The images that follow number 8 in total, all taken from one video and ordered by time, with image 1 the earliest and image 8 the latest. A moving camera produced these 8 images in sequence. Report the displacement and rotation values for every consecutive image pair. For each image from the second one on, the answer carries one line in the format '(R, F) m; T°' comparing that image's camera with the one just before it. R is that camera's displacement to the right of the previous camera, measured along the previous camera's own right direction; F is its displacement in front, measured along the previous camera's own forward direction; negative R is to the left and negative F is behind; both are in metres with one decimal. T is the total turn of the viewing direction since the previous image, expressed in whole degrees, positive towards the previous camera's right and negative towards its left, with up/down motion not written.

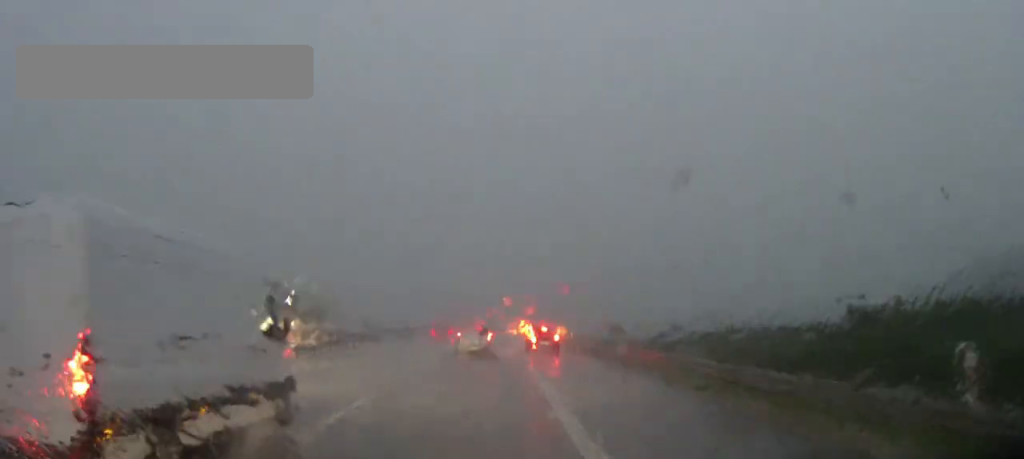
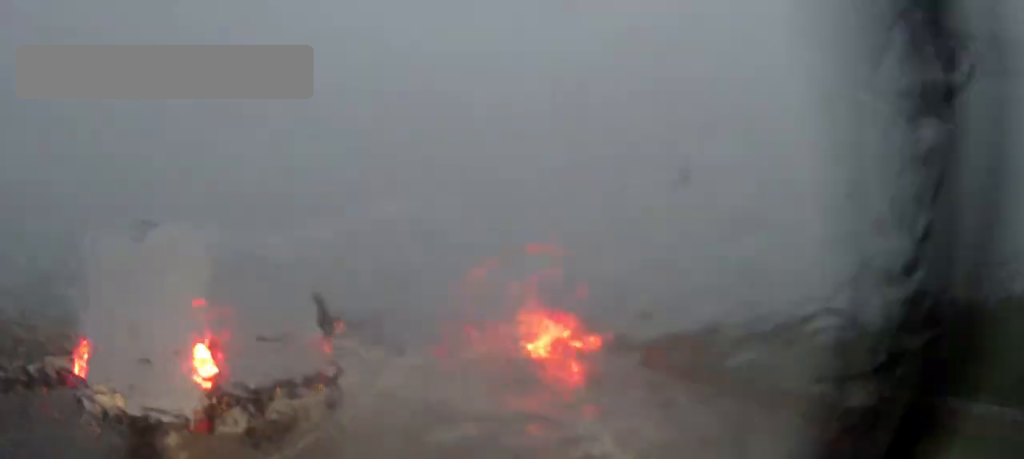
(0.0, +3.8) m; 0°
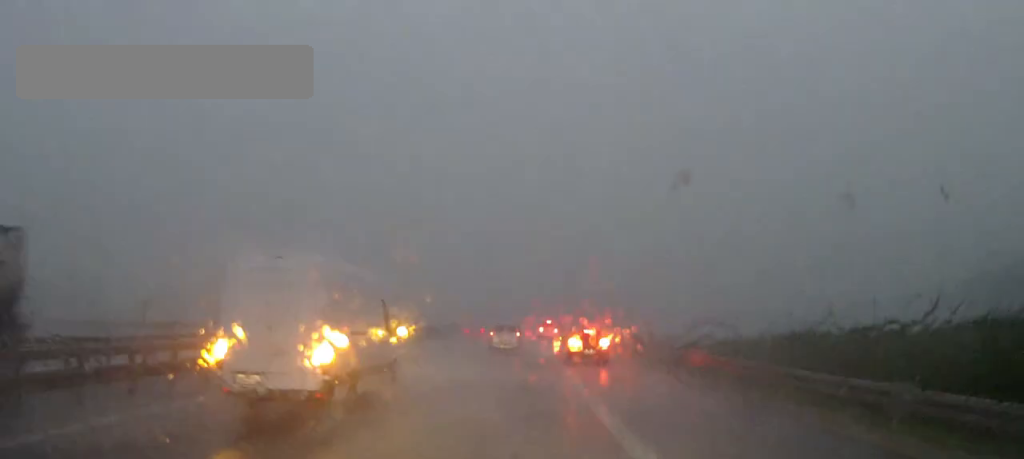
(0.0, +5.9) m; -1°
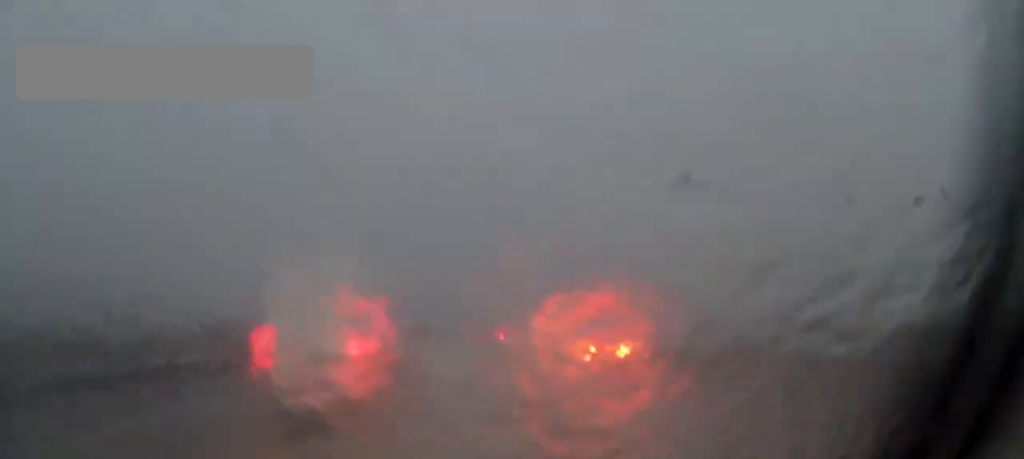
(0.0, +2.7) m; 0°
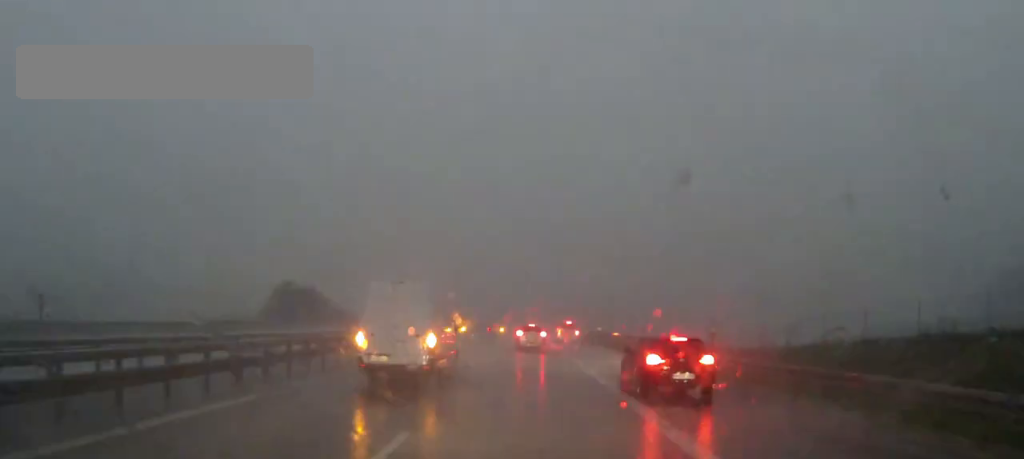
(+0.1, +11.2) m; +1°
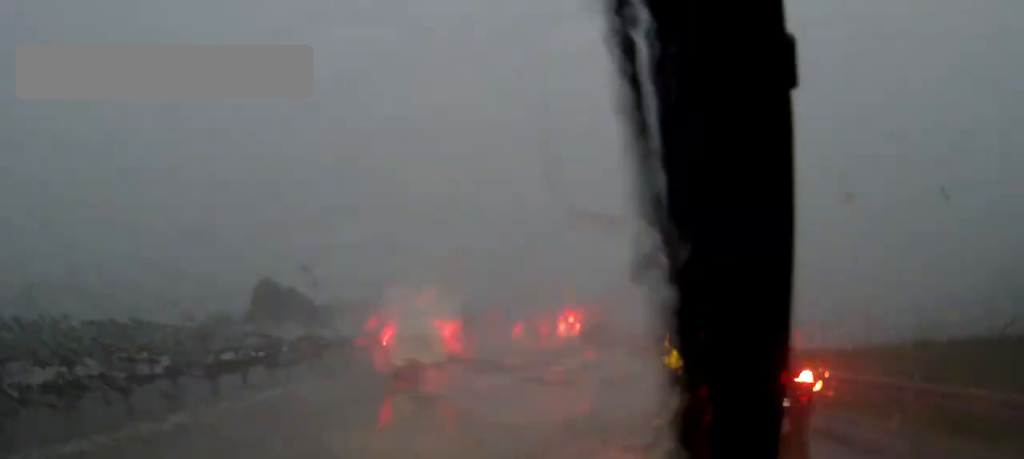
(0.0, +5.8) m; 0°
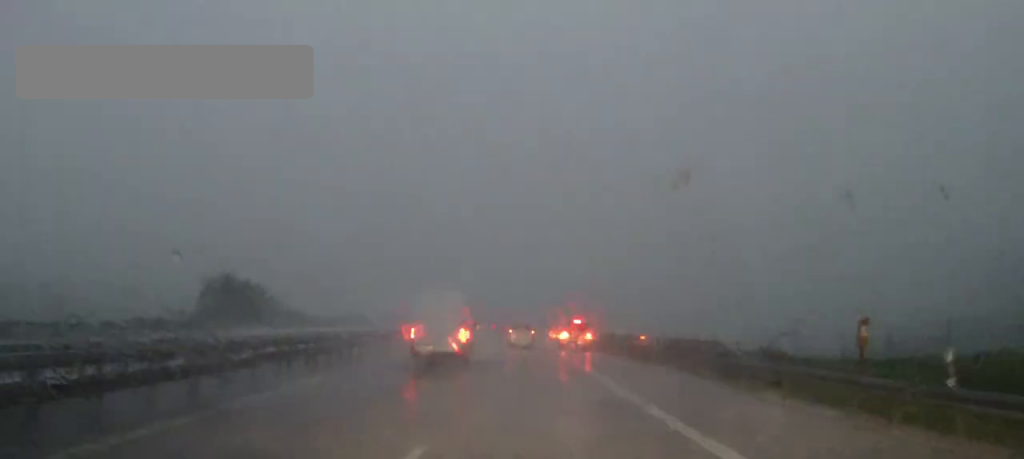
(+0.1, +13.1) m; +1°
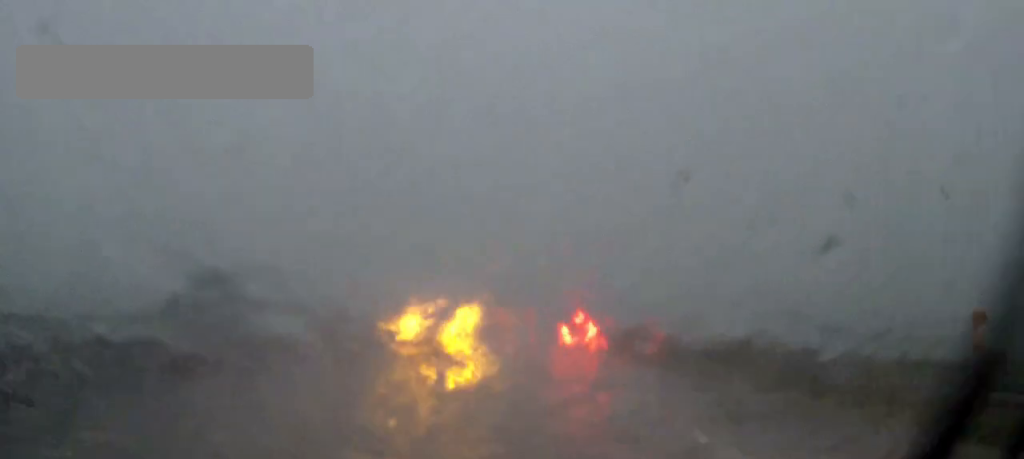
(0.0, +6.8) m; 0°
